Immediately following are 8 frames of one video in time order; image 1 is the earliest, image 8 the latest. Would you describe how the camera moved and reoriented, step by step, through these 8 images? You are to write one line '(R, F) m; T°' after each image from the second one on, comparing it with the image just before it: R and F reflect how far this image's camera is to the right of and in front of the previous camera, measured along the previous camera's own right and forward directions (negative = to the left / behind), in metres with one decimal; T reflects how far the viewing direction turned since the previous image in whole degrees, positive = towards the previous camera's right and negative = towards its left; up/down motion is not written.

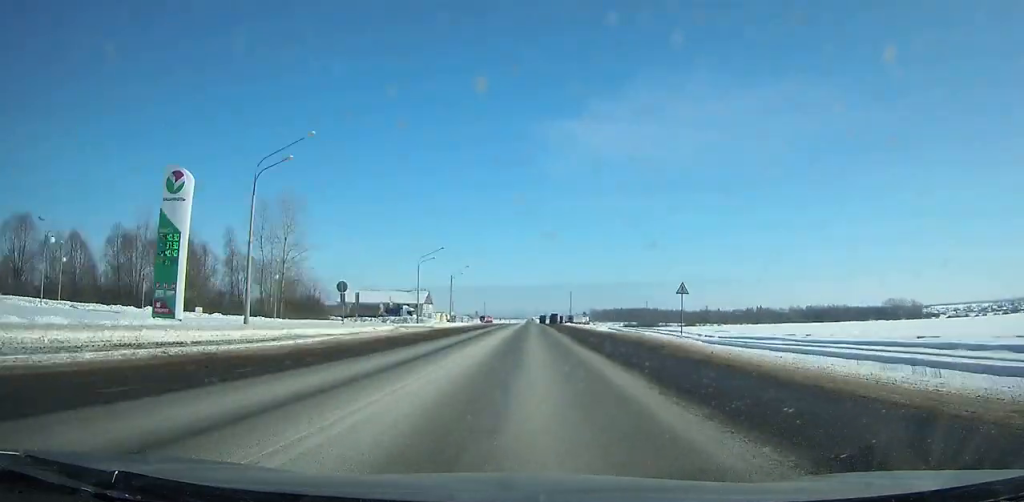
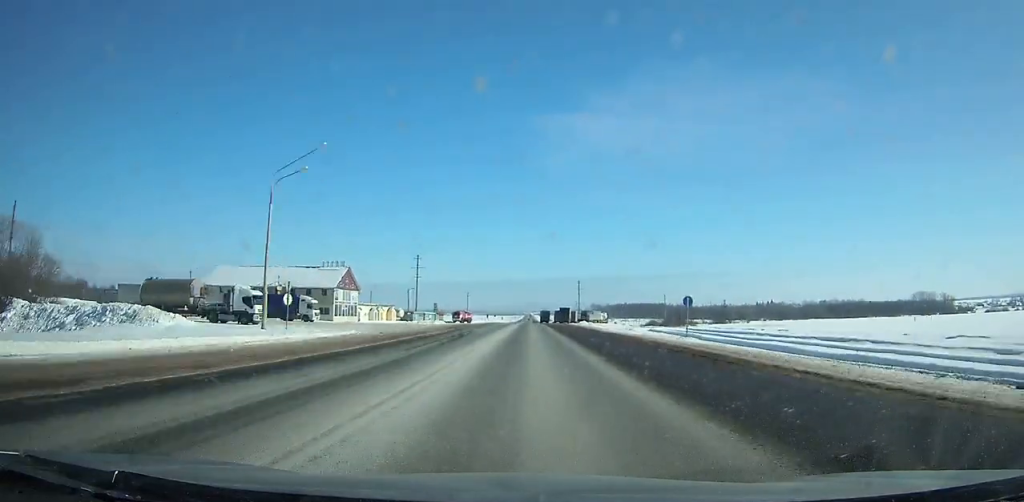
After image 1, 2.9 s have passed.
(-0.1, +76.7) m; 0°
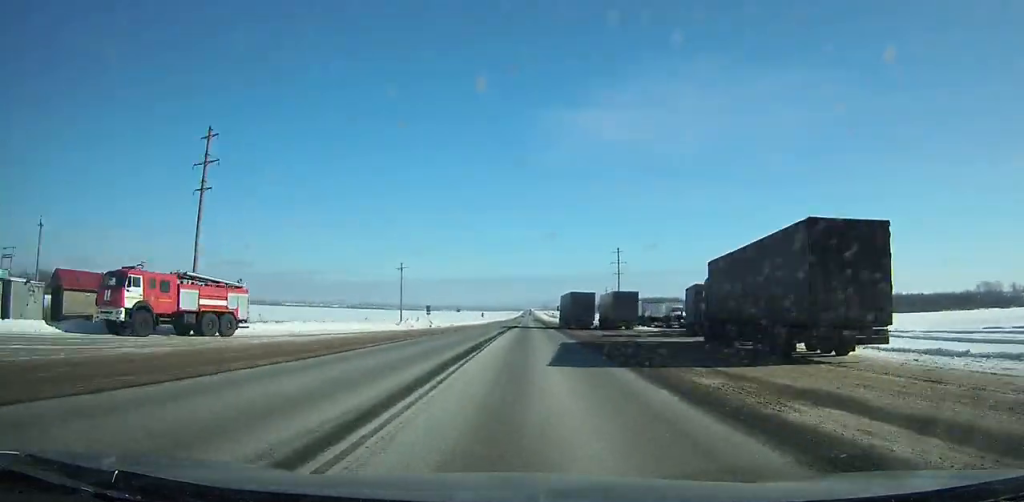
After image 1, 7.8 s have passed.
(+0.1, +130.4) m; 0°
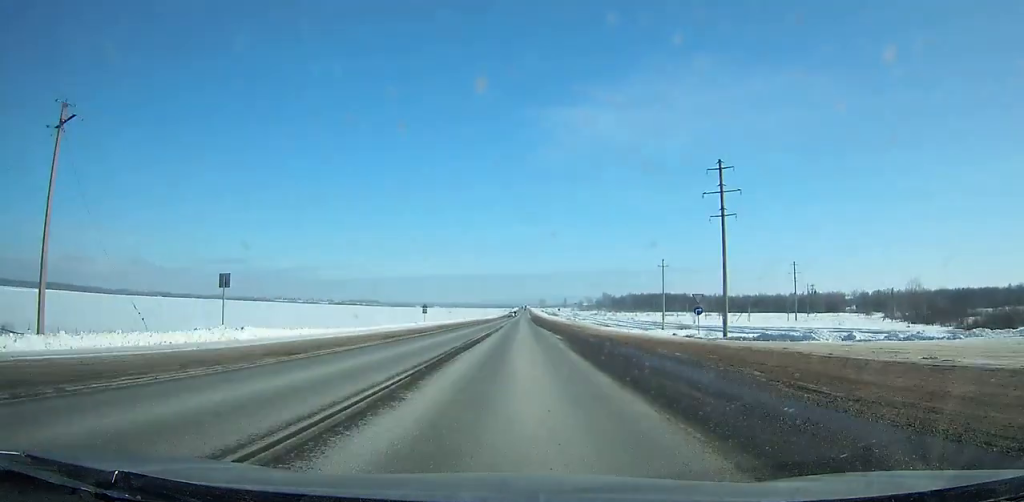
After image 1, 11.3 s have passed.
(+0.2, +94.0) m; 0°
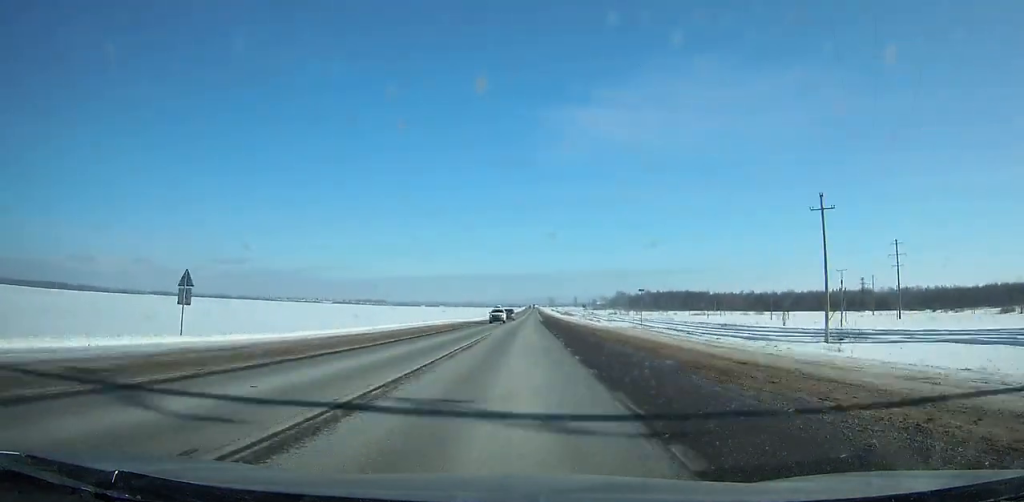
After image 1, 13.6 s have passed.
(+0.2, +62.2) m; 0°
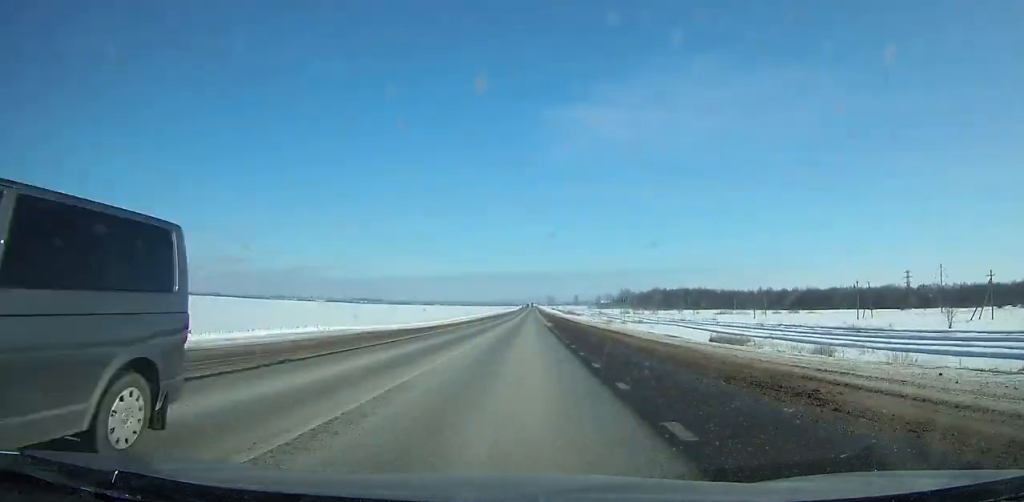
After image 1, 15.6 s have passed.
(-0.5, +54.4) m; 0°
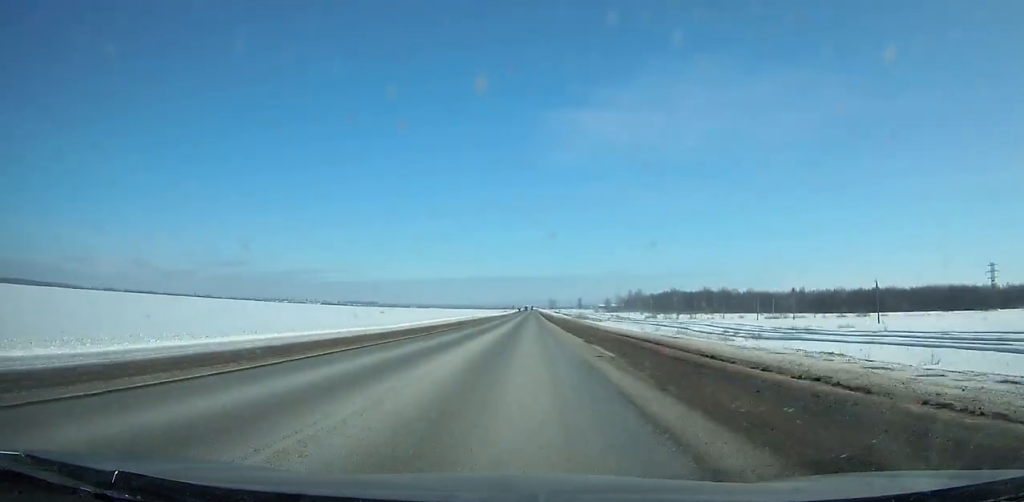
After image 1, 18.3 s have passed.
(+0.2, +74.0) m; 0°
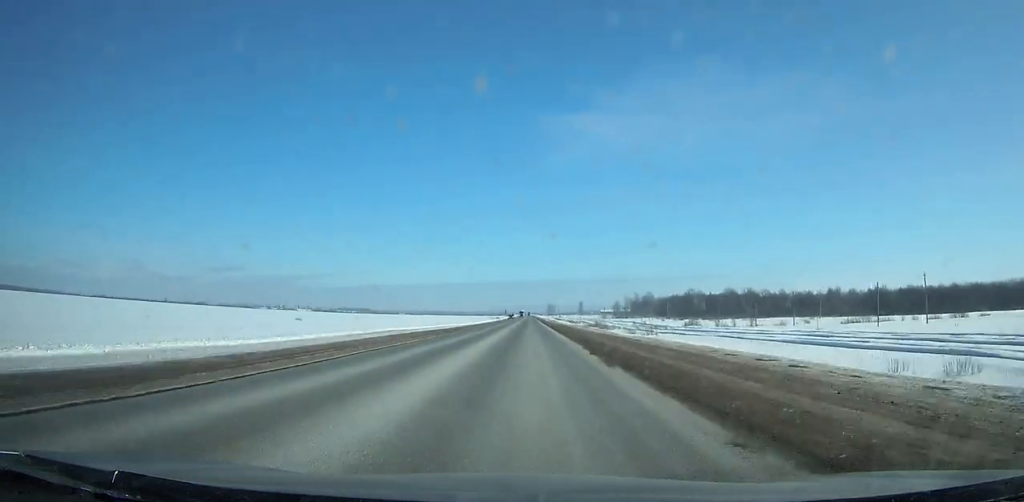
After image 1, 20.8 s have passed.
(+0.2, +68.9) m; 0°
